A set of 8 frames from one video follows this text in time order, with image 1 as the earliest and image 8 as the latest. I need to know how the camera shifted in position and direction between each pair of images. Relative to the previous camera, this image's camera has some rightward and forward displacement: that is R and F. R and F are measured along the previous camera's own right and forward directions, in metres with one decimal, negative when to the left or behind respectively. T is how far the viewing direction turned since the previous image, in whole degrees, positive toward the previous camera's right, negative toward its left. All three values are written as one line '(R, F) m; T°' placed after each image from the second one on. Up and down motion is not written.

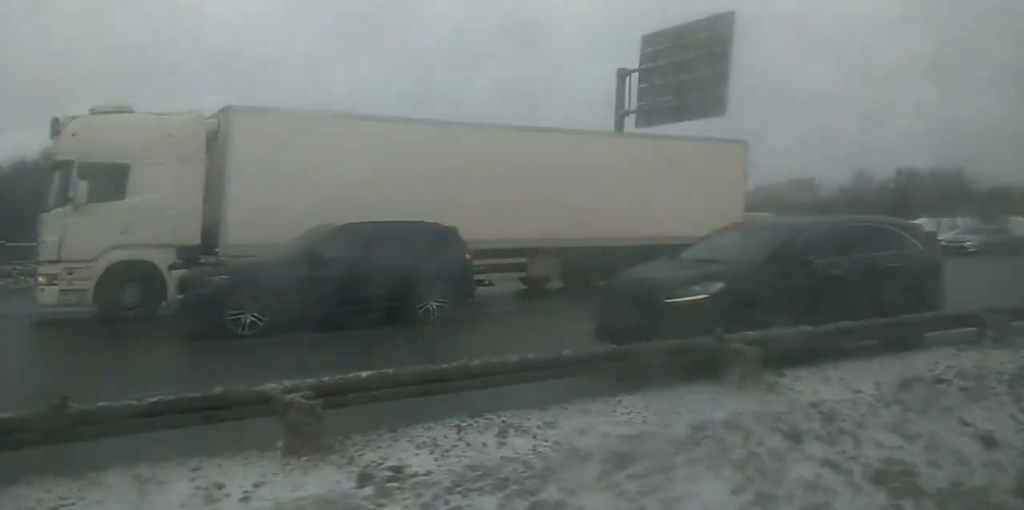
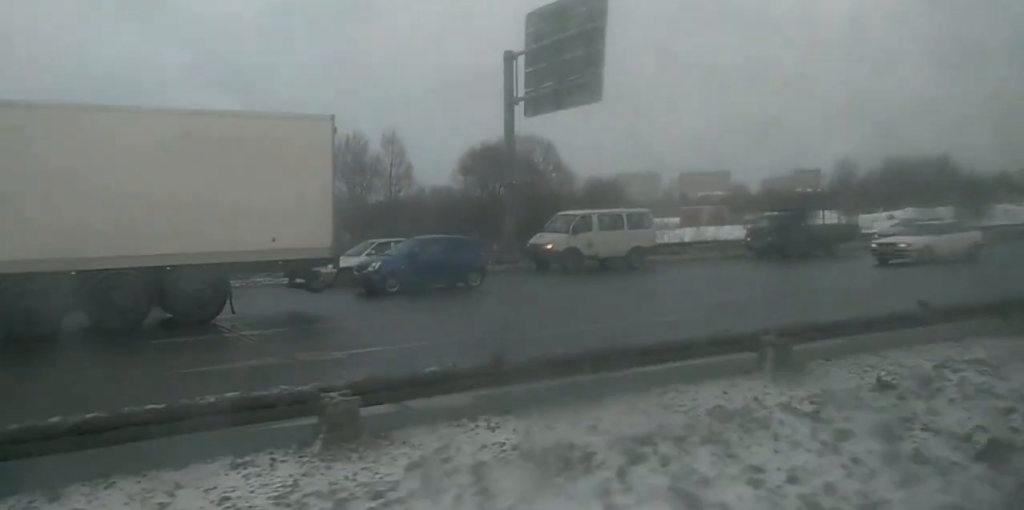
(0.0, +6.2) m; +2°
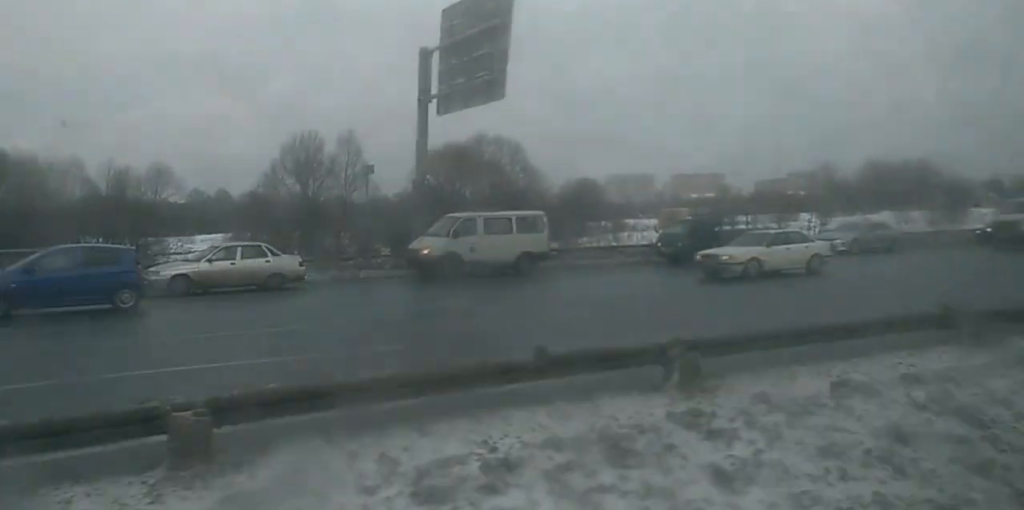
(-0.1, +3.8) m; +2°
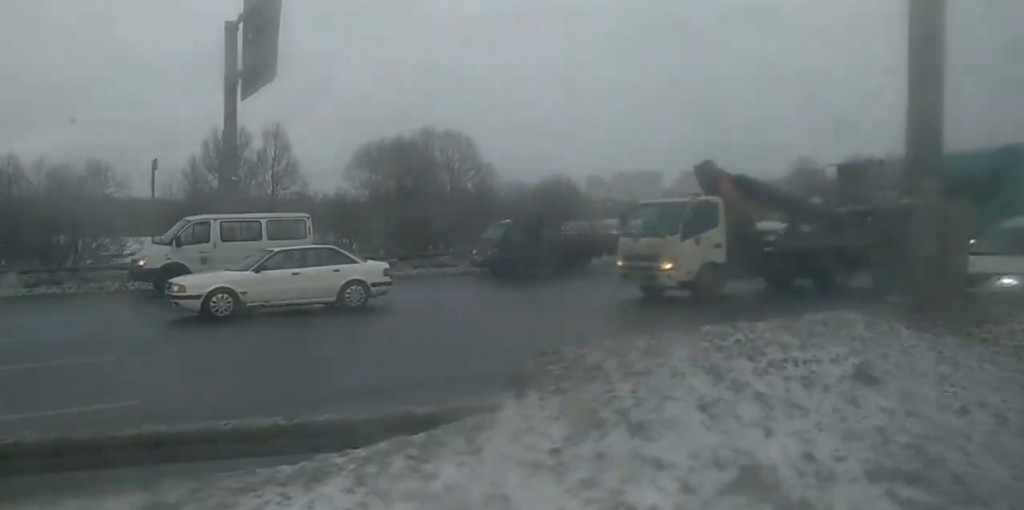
(+0.4, +7.8) m; +3°
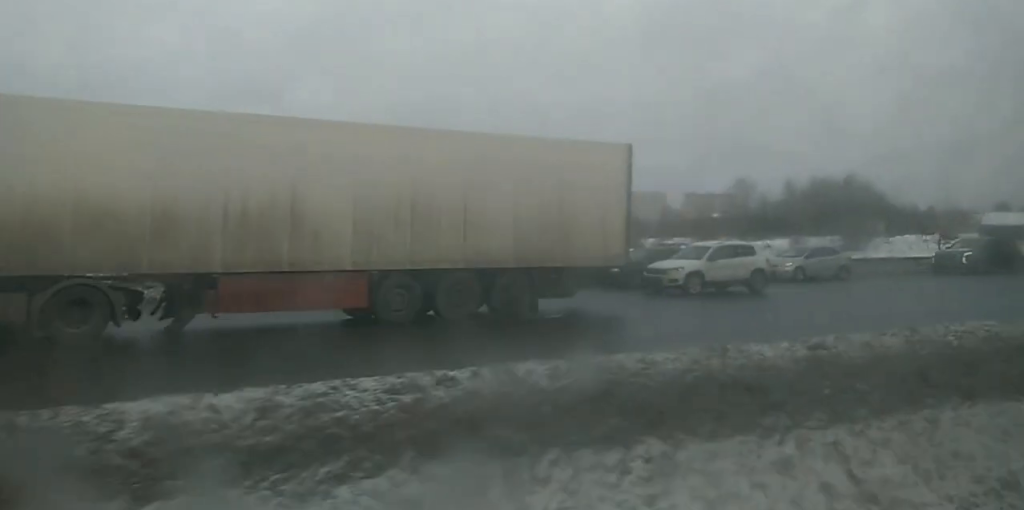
(-0.4, +15.6) m; -3°
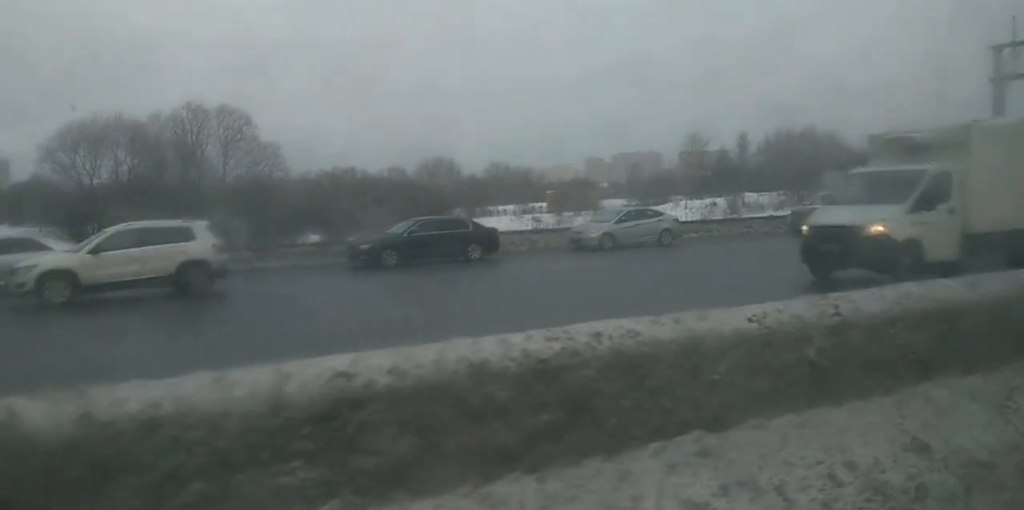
(-0.1, +8.4) m; 0°
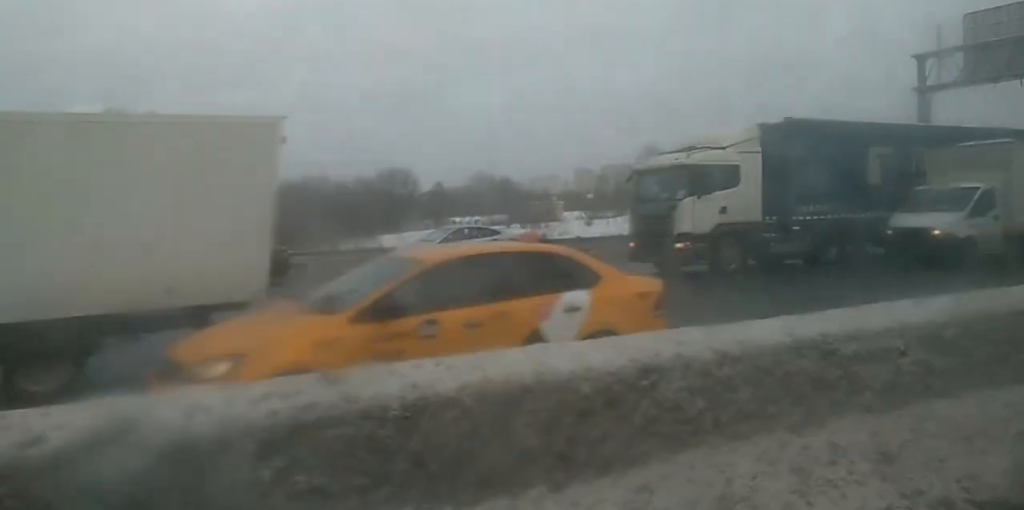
(+0.3, +5.6) m; 0°
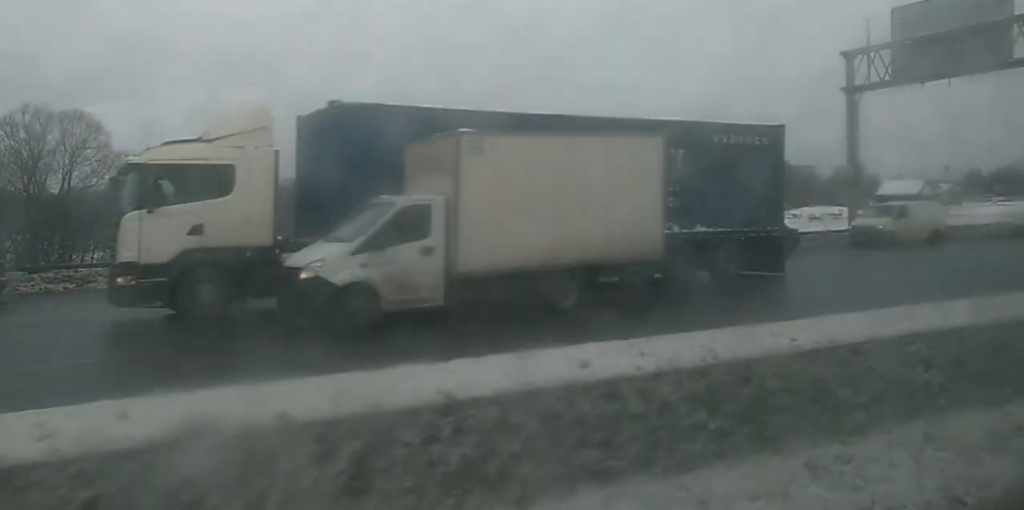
(-0.2, +6.3) m; -2°
